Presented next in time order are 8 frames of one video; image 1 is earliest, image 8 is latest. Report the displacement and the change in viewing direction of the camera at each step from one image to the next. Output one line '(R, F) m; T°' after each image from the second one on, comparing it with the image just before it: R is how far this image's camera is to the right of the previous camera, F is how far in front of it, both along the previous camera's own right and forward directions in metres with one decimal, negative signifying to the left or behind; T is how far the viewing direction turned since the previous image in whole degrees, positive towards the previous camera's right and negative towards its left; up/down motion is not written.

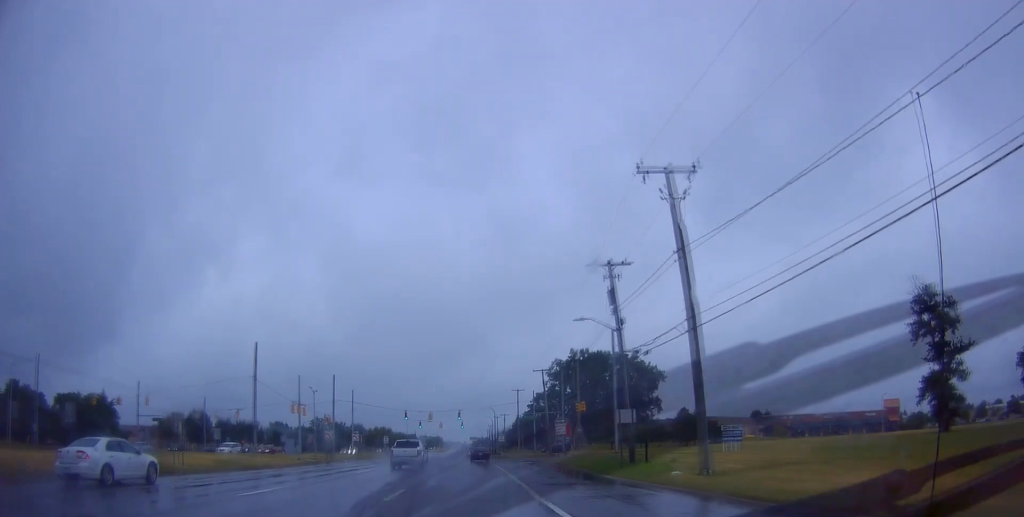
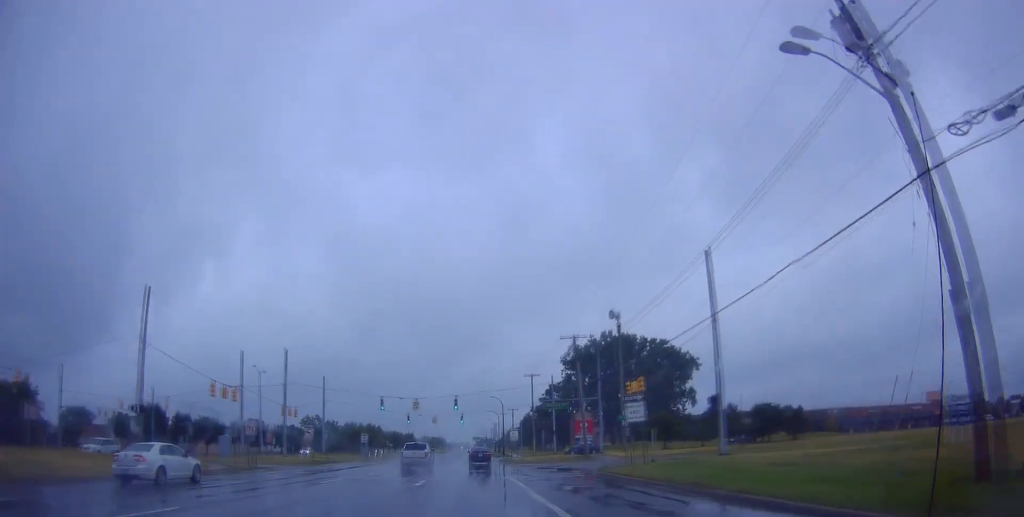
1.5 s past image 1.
(0.0, +22.9) m; 0°
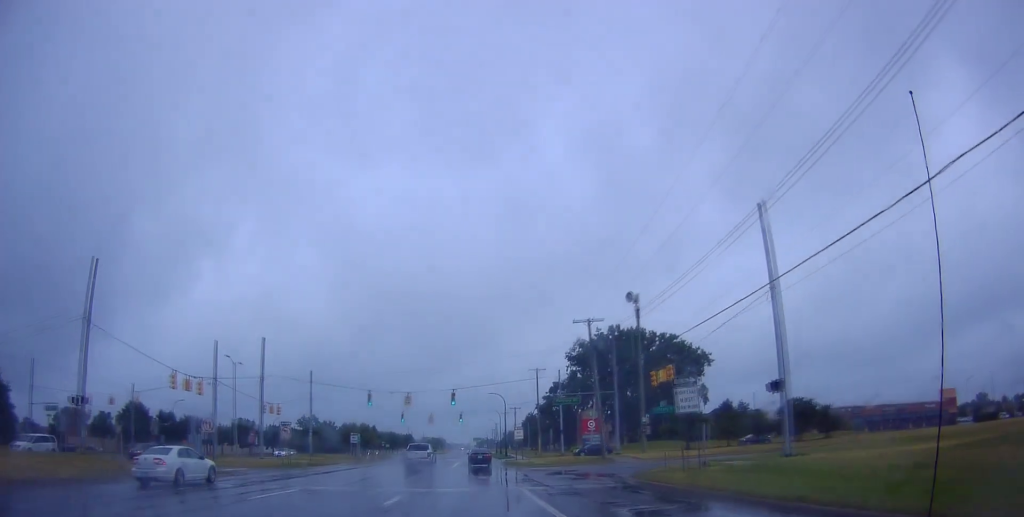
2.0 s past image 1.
(0.0, +7.2) m; -1°
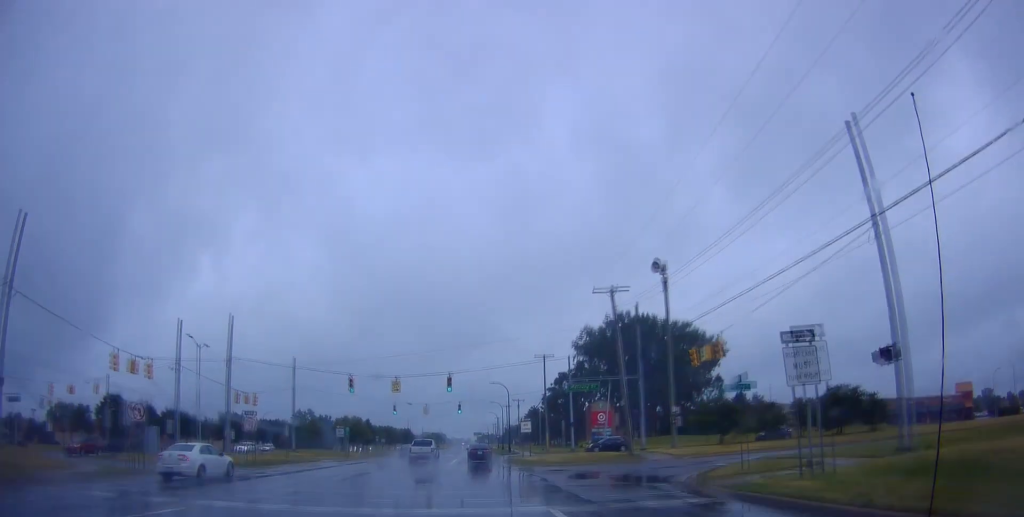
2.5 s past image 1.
(0.0, +8.2) m; -1°
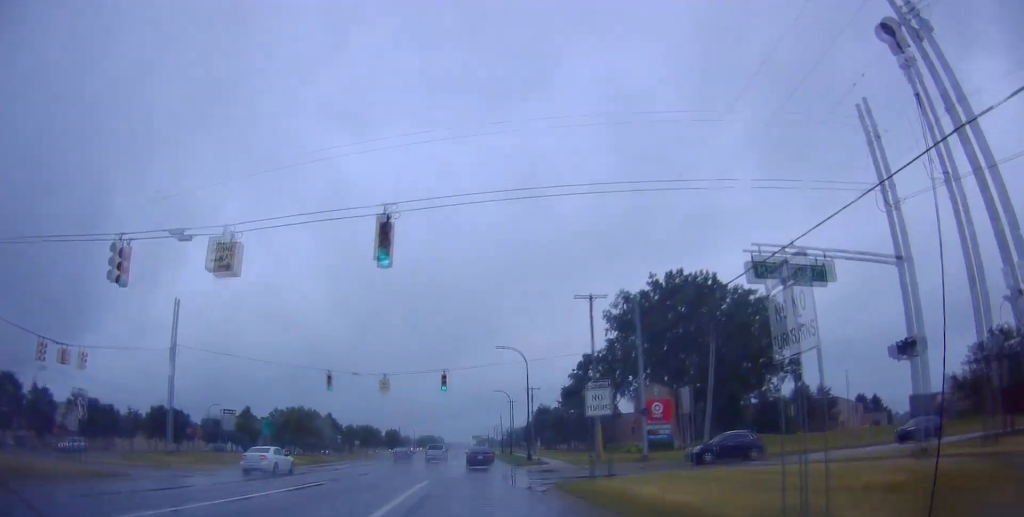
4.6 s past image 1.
(+0.2, +31.6) m; +2°
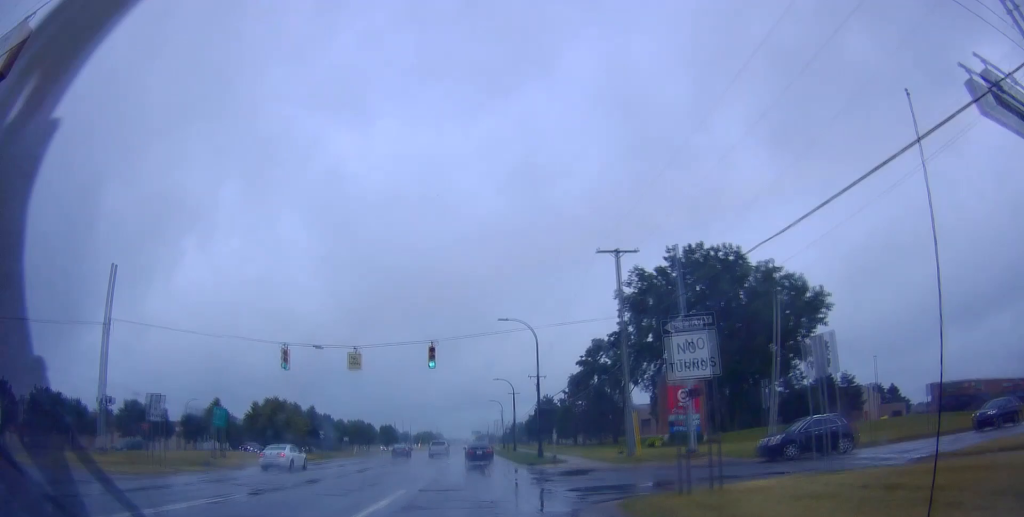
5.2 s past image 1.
(0.0, +9.3) m; 0°
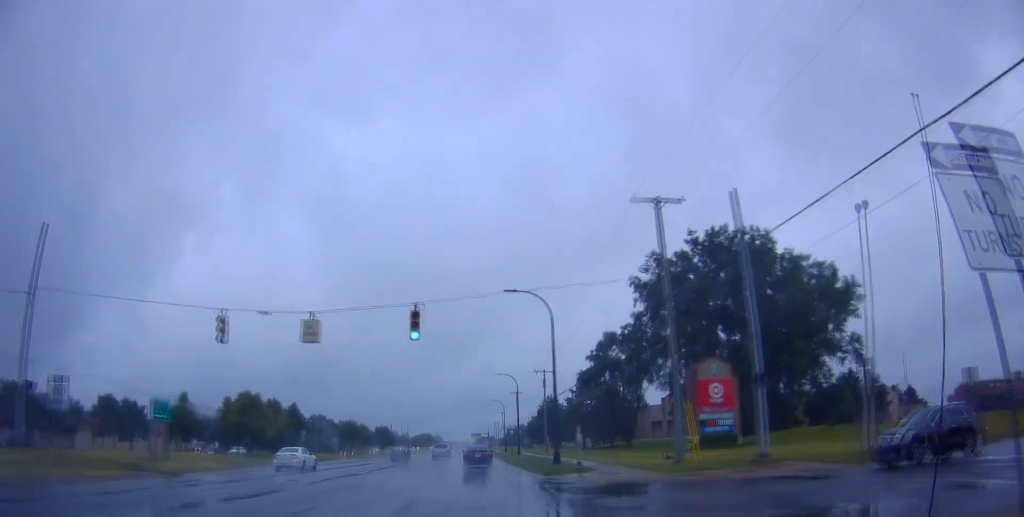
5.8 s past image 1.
(0.0, +8.3) m; -1°
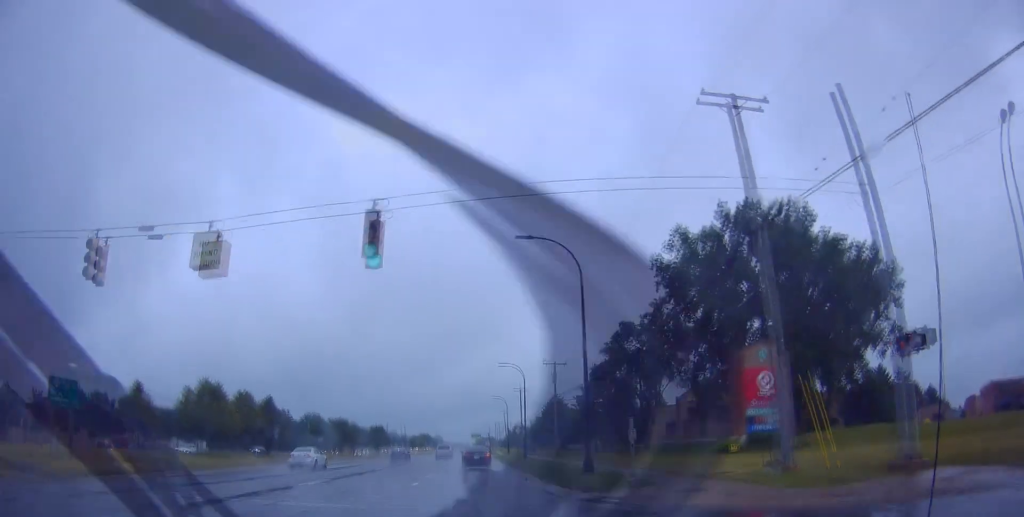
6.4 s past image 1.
(+0.1, +9.3) m; -1°
